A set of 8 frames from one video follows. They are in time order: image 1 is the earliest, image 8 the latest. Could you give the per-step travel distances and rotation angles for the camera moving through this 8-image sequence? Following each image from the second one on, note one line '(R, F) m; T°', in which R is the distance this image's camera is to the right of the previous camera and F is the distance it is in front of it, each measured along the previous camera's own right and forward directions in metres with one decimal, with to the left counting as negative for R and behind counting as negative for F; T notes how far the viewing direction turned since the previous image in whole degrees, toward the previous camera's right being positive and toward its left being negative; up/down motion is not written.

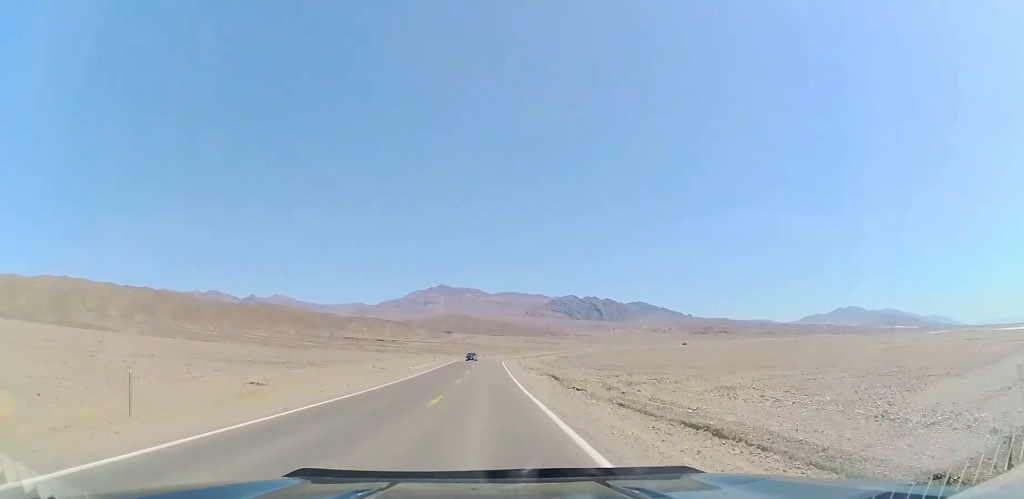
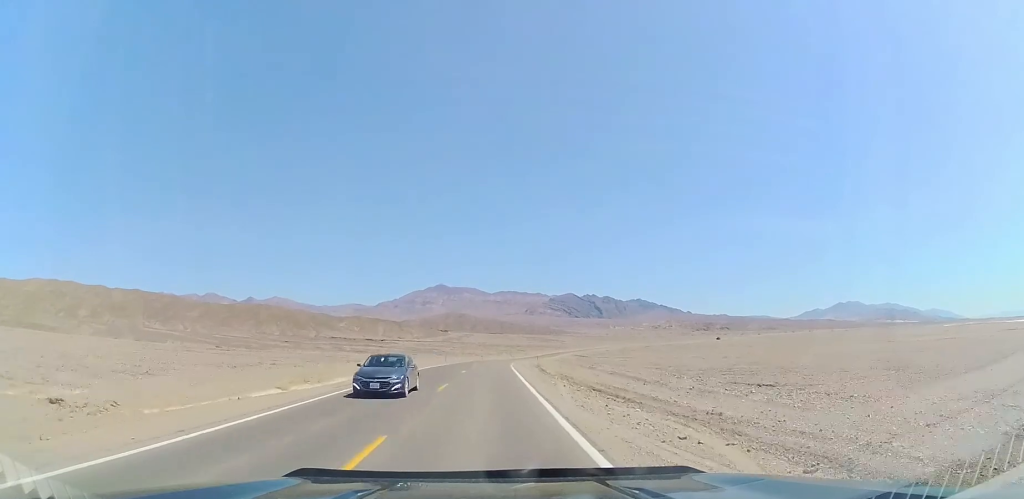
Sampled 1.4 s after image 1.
(+0.3, +40.8) m; +1°
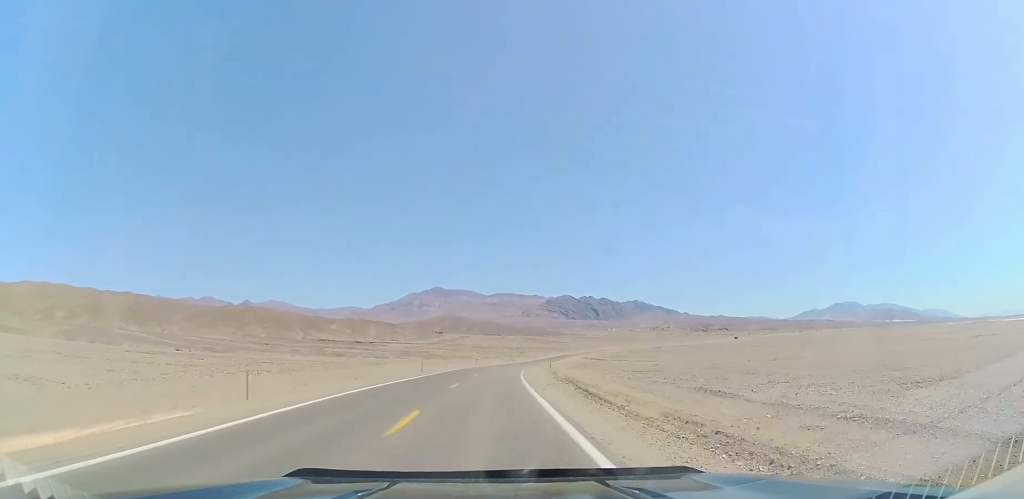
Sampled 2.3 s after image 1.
(+0.1, +25.2) m; 0°
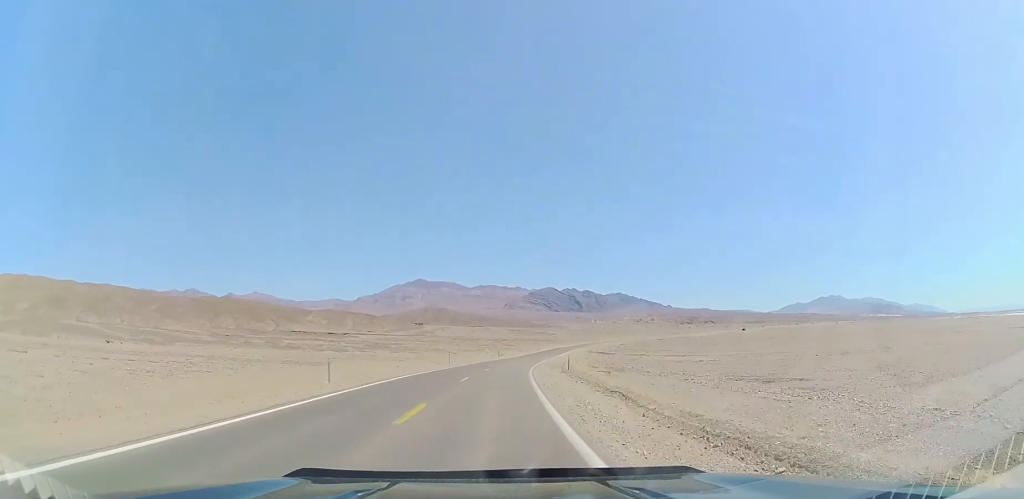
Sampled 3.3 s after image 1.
(0.0, +28.9) m; 0°
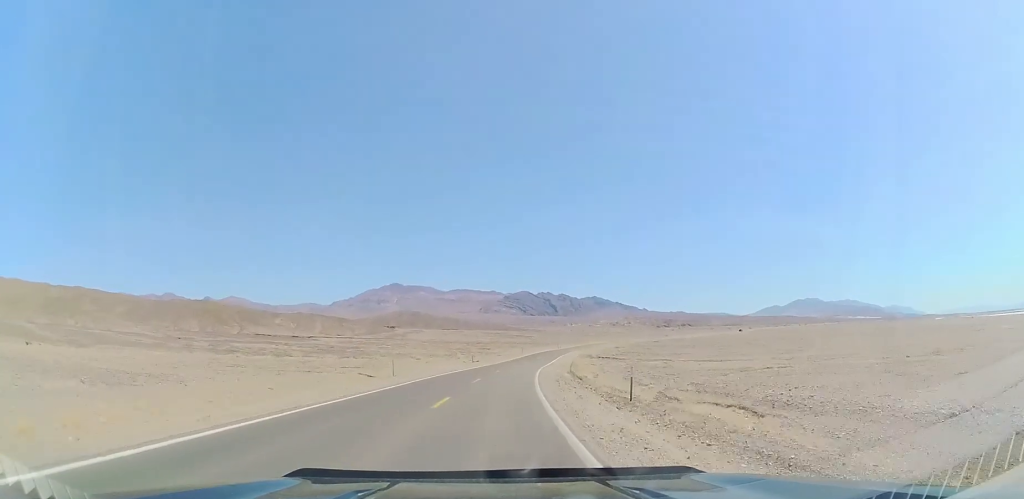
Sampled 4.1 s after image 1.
(+0.1, +24.6) m; +1°
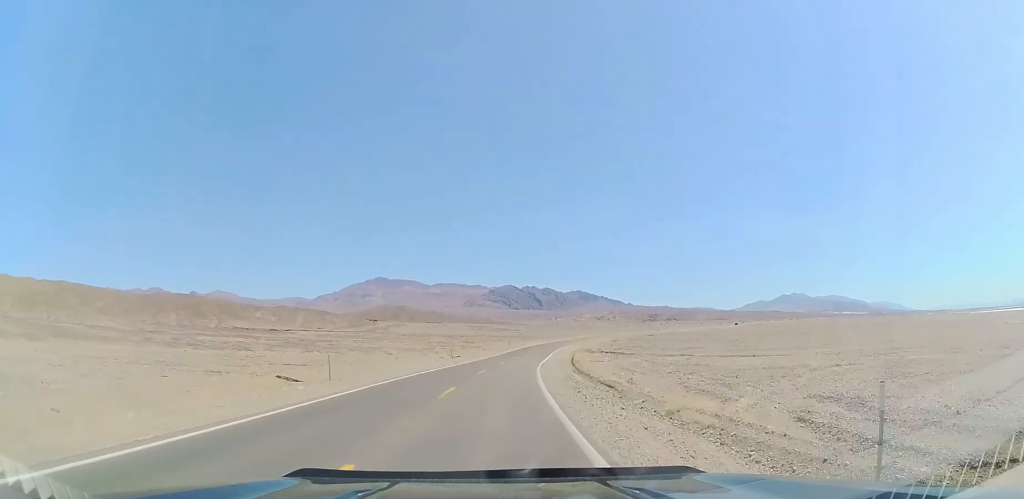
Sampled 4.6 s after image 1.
(0.0, +13.2) m; +1°
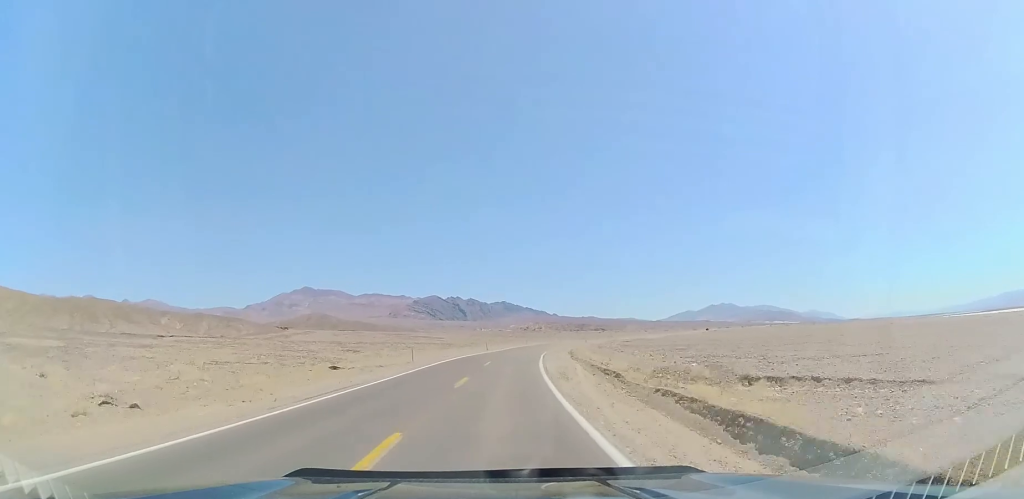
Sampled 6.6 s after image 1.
(+4.8, +55.9) m; +9°
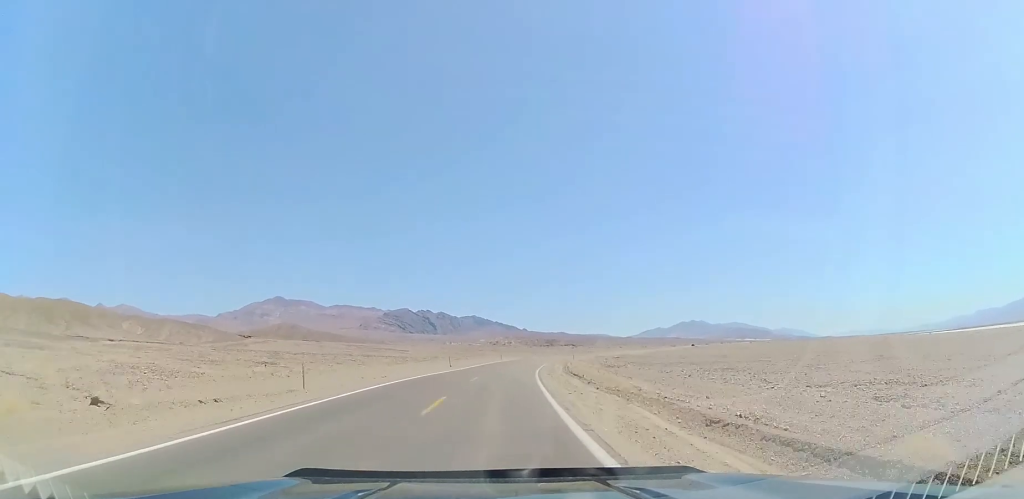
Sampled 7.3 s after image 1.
(-0.2, +20.6) m; +2°
